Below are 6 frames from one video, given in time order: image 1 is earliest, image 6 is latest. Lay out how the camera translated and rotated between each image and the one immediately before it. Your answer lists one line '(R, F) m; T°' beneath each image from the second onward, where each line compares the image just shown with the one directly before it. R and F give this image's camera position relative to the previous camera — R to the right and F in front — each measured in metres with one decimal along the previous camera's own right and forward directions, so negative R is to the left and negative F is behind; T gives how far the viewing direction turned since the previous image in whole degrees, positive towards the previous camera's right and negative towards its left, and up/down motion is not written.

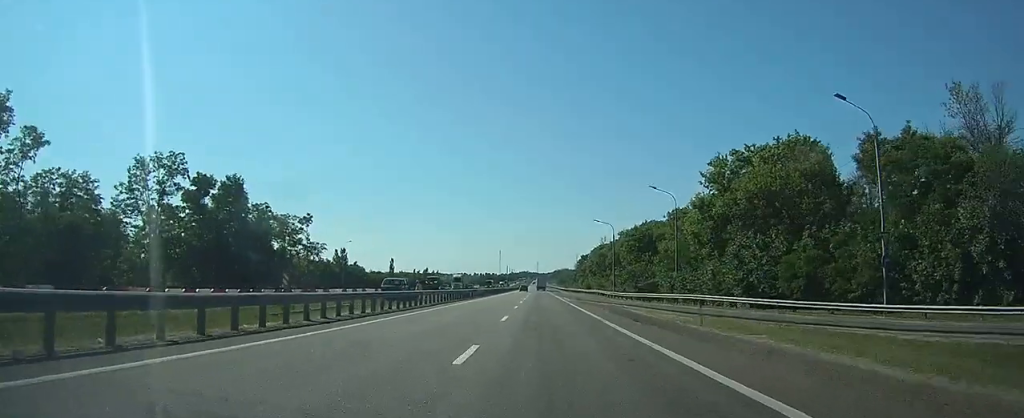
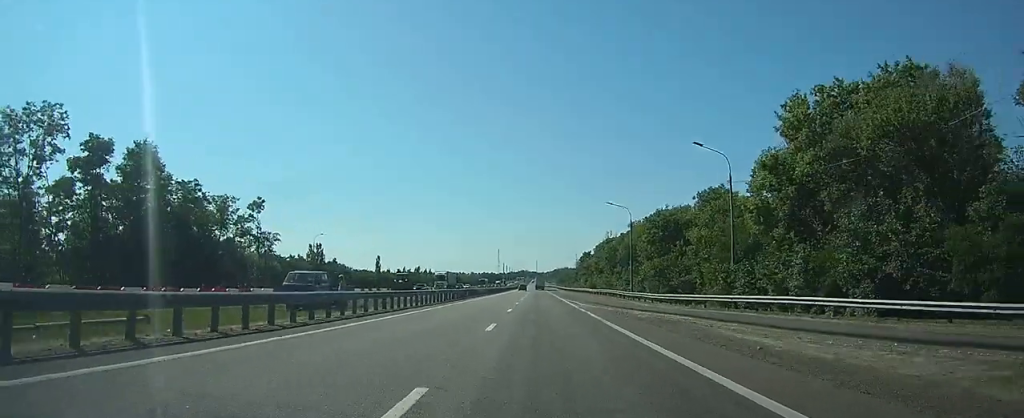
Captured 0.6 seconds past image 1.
(0.0, +17.4) m; 0°
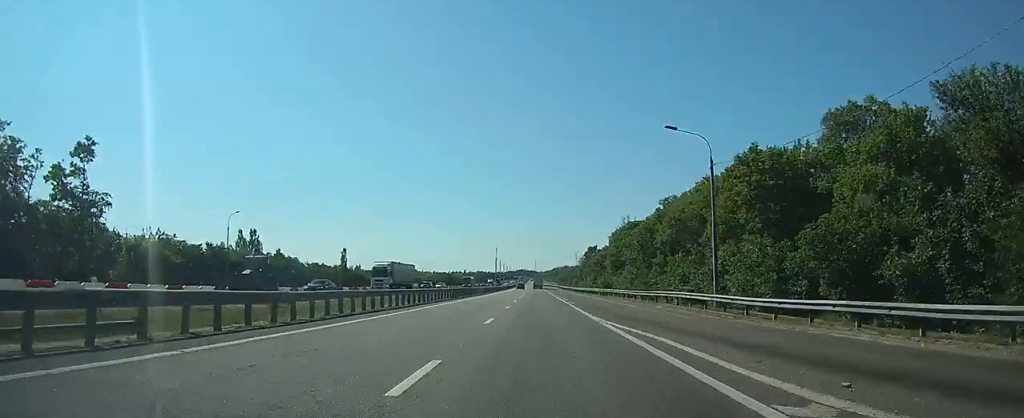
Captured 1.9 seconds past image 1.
(+0.2, +34.0) m; +1°
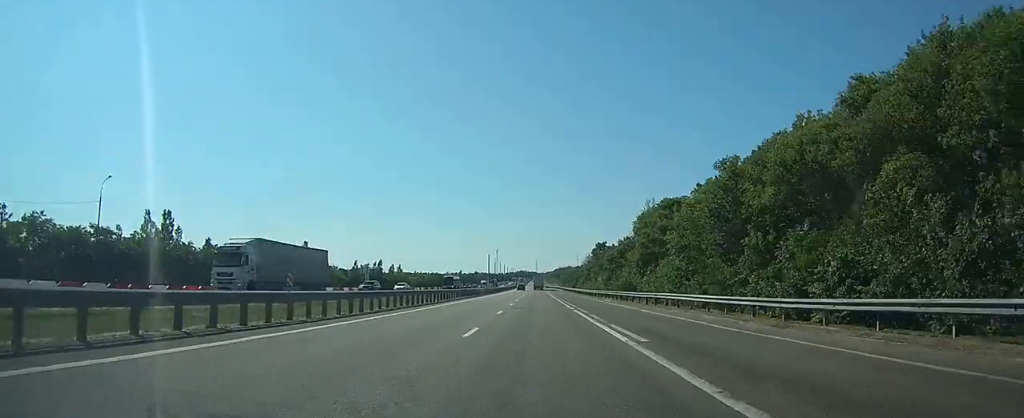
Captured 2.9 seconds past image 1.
(0.0, +28.5) m; 0°
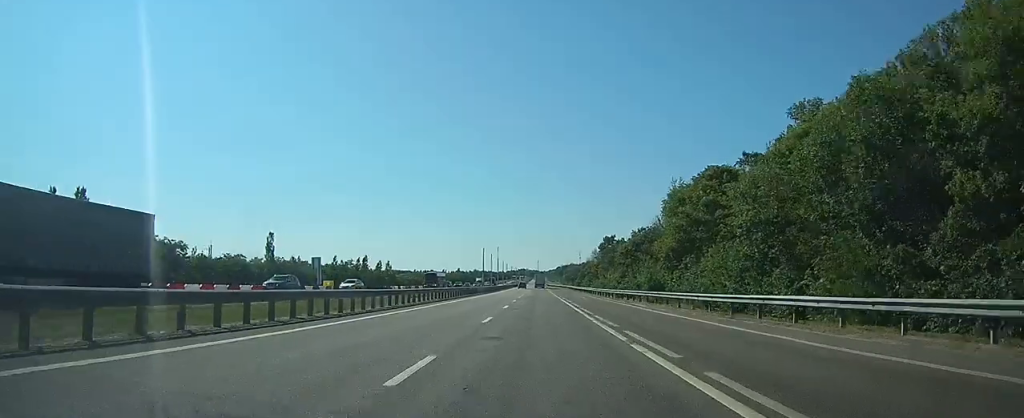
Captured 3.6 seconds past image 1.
(-0.1, +19.3) m; 0°
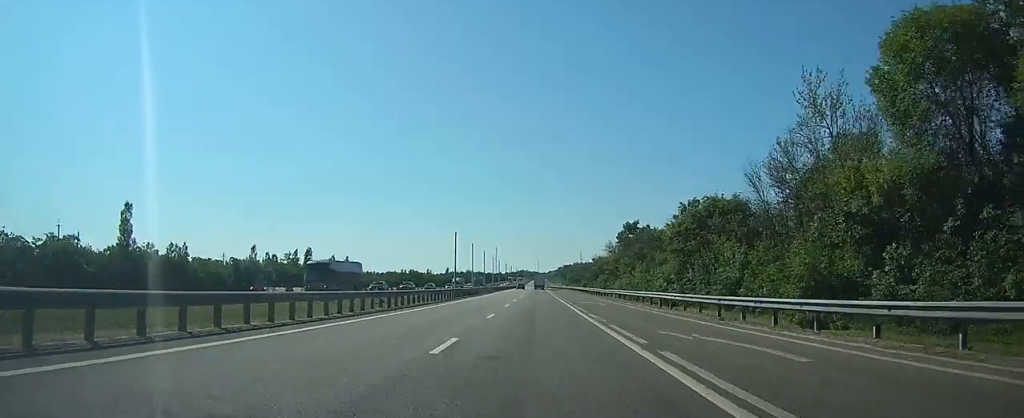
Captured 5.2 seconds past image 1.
(-0.1, +44.8) m; 0°
